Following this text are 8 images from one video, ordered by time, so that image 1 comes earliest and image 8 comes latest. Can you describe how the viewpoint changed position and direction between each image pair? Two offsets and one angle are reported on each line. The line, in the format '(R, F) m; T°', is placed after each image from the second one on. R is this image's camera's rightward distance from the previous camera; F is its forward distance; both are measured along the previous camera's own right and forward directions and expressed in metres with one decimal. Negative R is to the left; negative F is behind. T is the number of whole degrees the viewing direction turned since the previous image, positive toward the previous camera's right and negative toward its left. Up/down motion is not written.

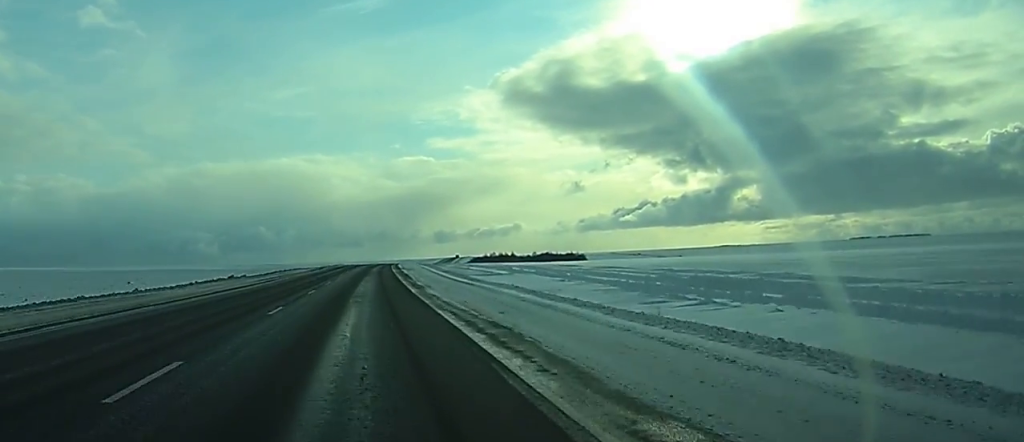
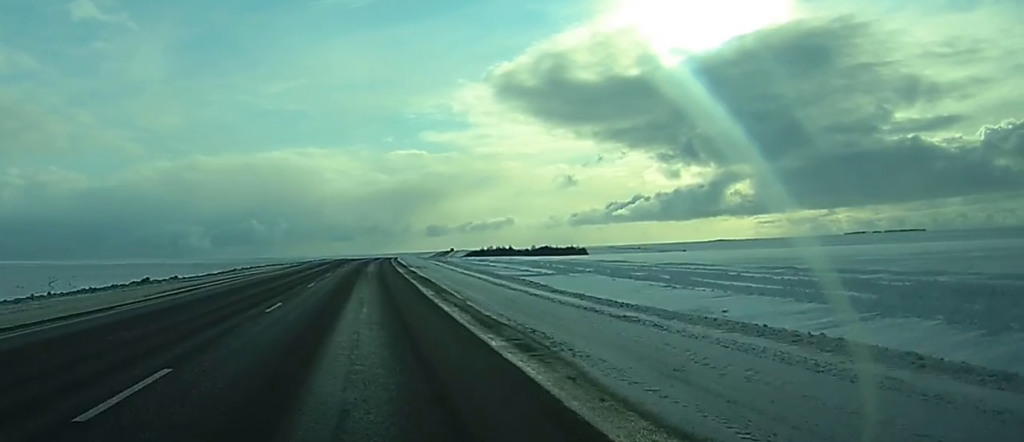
(+0.1, +25.0) m; 0°
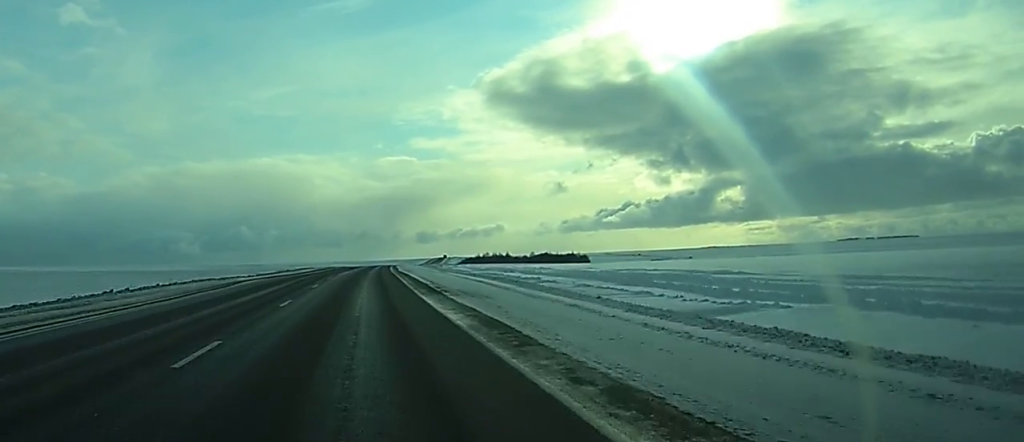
(+0.1, +32.7) m; +1°
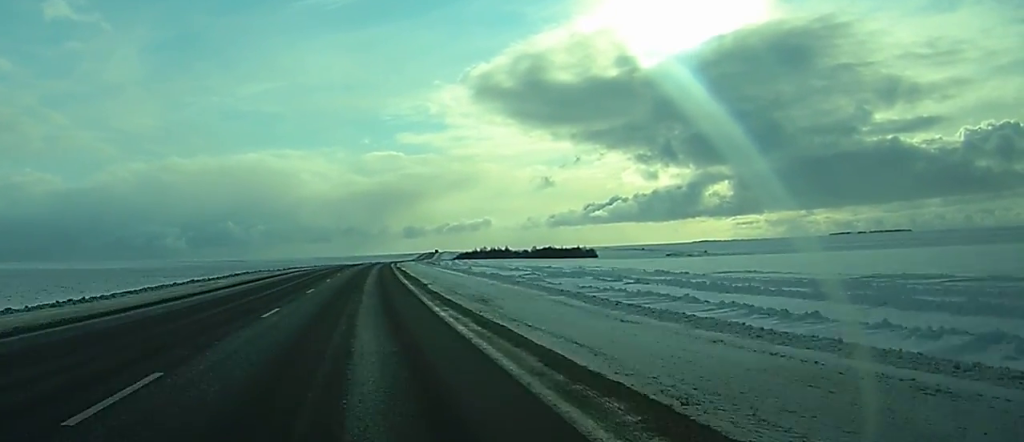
(+0.7, +51.5) m; +1°
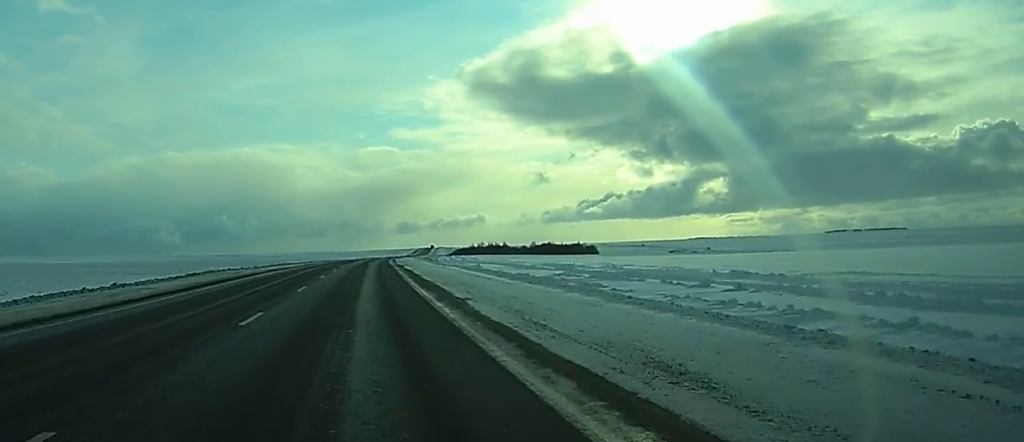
(0.0, +15.4) m; 0°
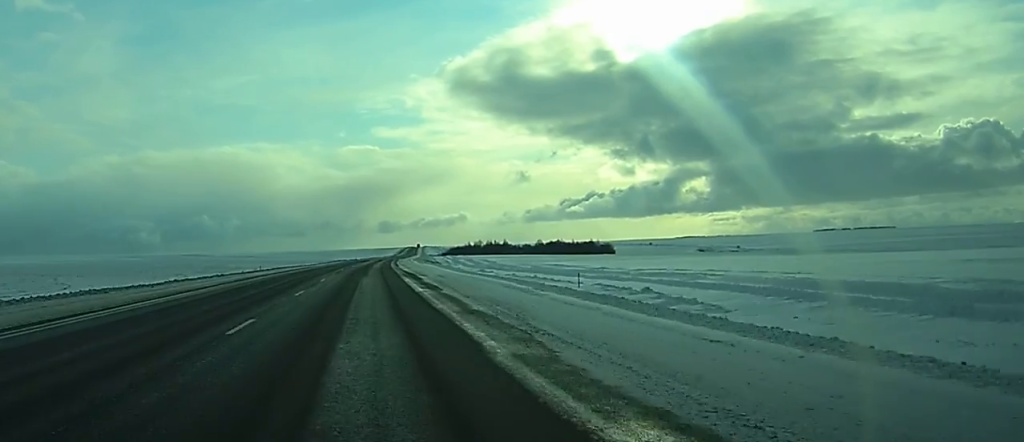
(+0.4, +74.6) m; -1°
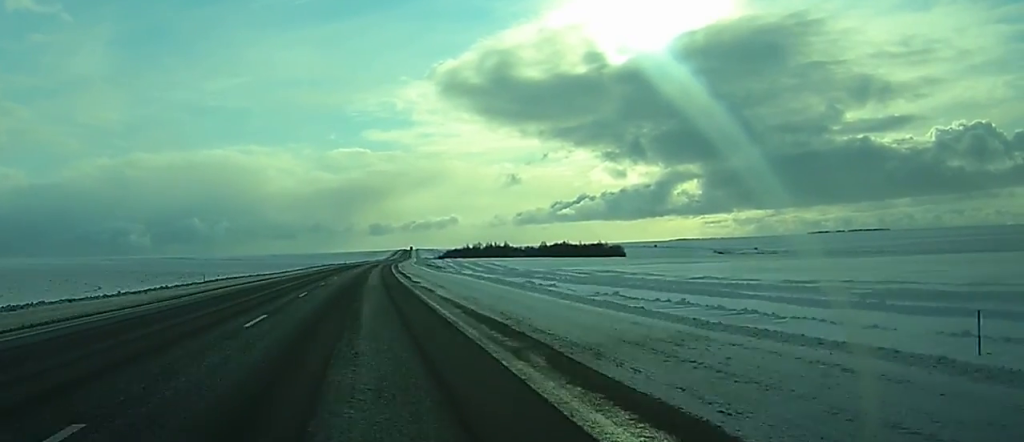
(-0.8, +35.1) m; -2°
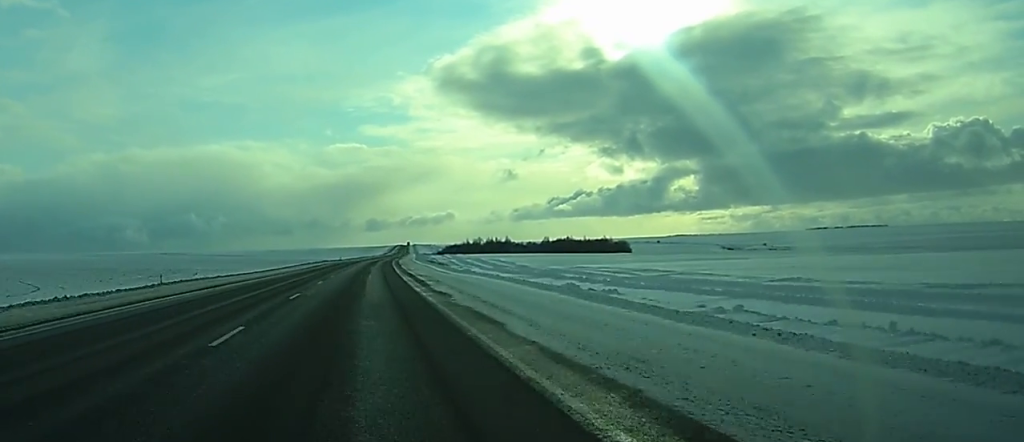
(-0.2, +16.0) m; 0°
